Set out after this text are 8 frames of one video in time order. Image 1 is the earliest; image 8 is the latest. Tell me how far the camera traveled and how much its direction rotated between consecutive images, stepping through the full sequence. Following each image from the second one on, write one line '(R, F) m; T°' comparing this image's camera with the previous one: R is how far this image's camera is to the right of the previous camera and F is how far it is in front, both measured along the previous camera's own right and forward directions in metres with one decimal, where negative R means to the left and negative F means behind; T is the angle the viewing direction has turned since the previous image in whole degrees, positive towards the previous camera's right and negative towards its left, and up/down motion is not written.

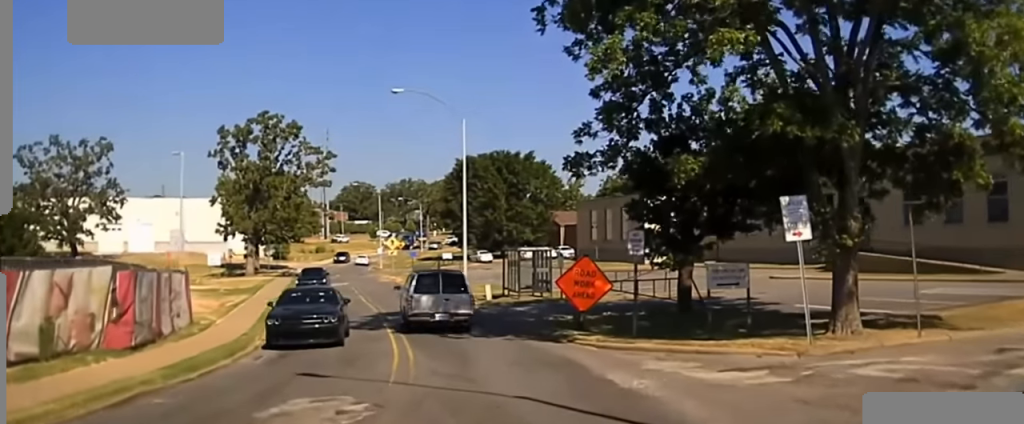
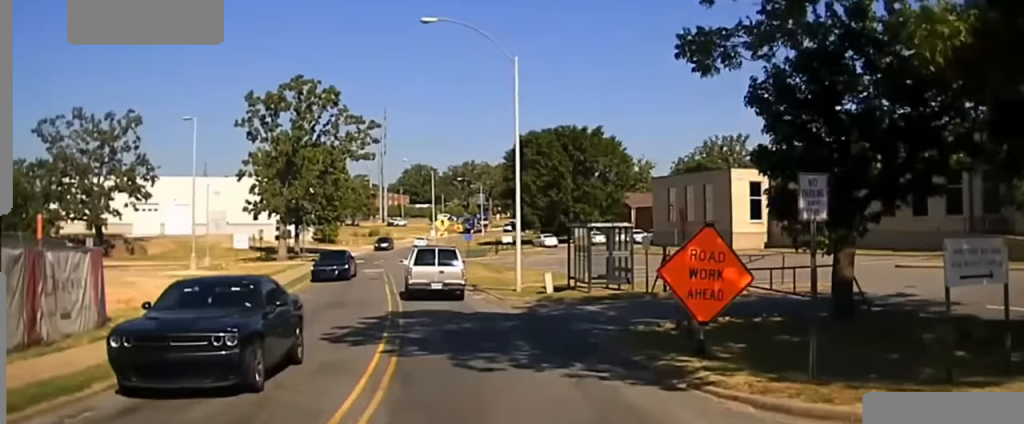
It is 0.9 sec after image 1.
(0.0, +8.8) m; +3°
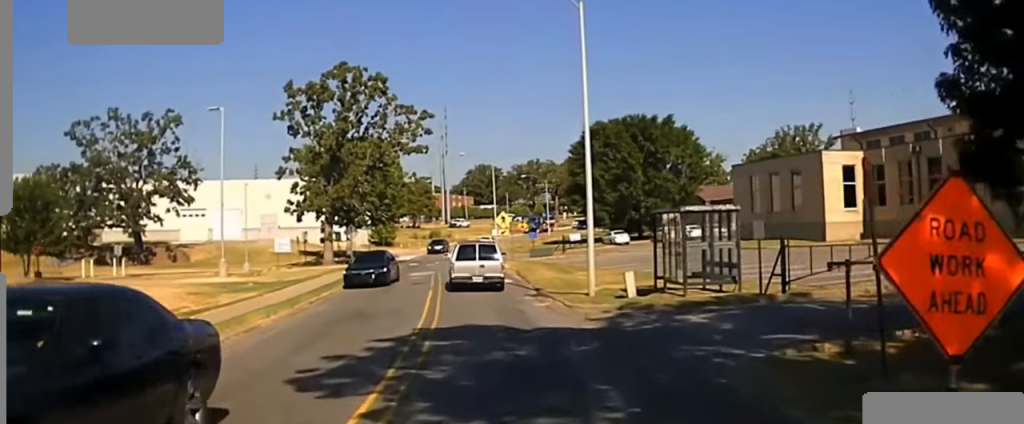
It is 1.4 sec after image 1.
(-0.3, +6.0) m; +5°
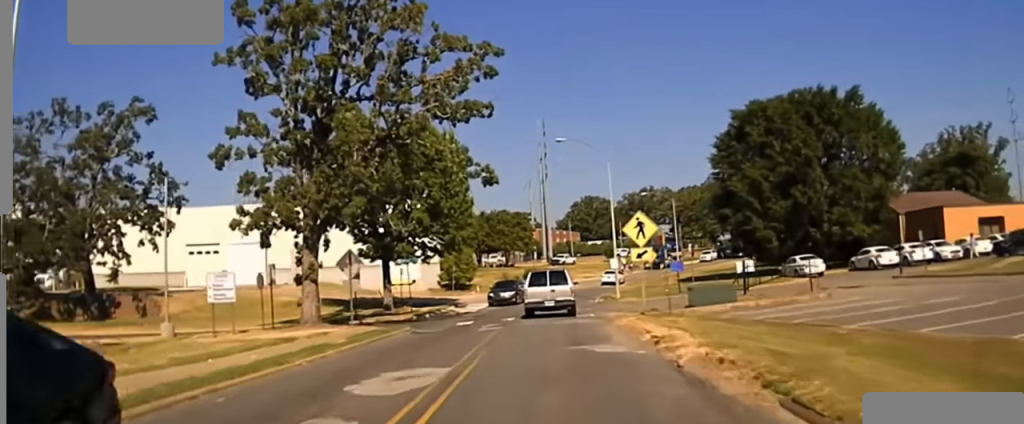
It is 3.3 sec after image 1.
(+8.1, +24.1) m; +29°
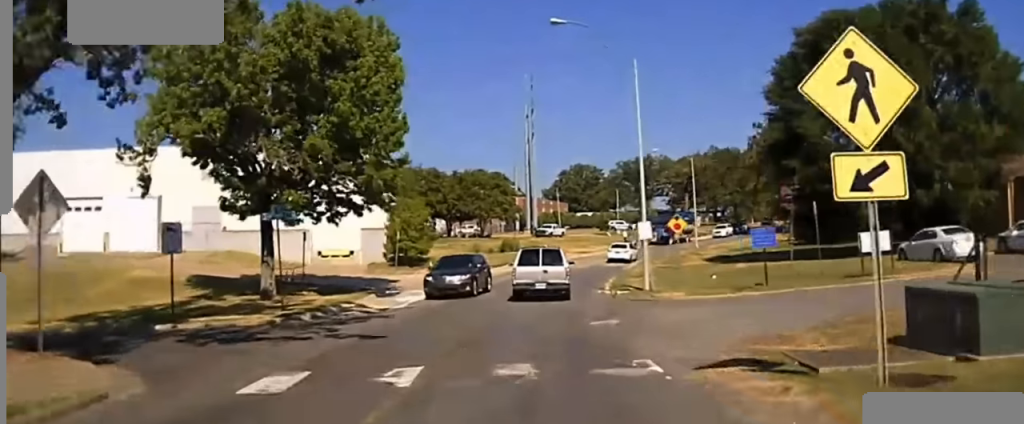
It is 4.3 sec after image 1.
(+0.9, +19.1) m; +2°
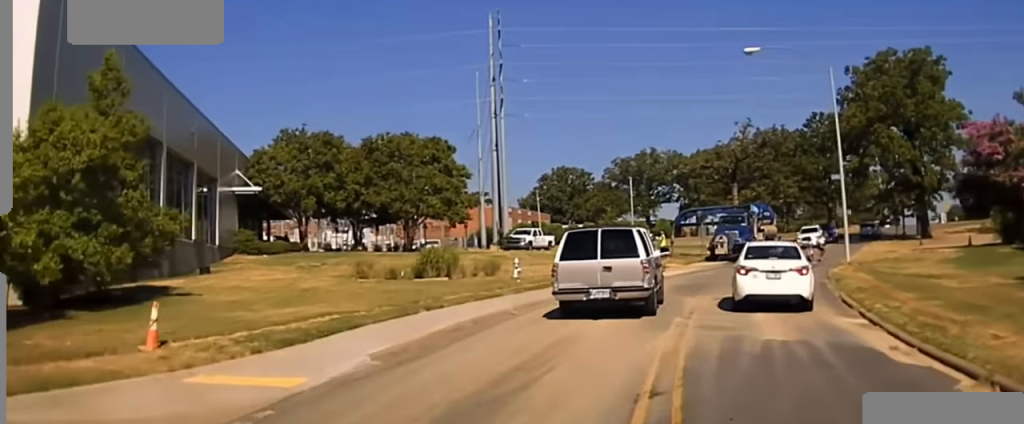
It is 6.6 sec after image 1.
(-2.6, +46.6) m; -4°
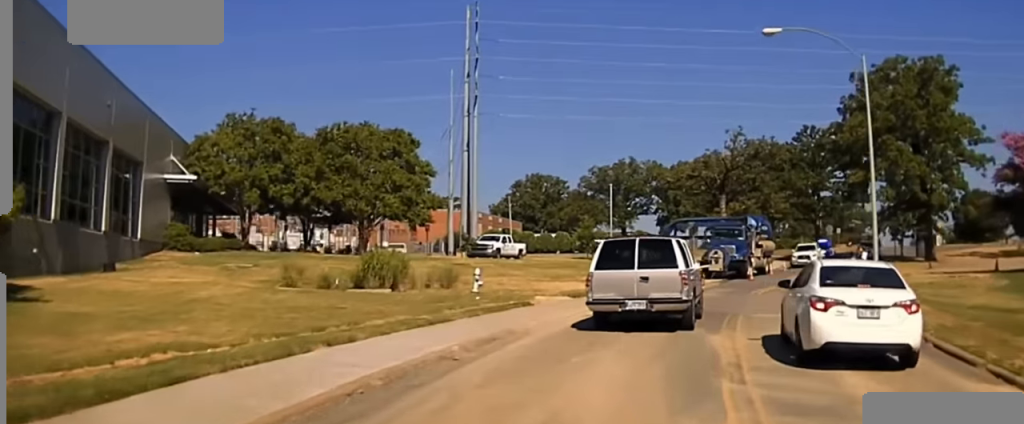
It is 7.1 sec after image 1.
(+0.1, +7.4) m; +2°
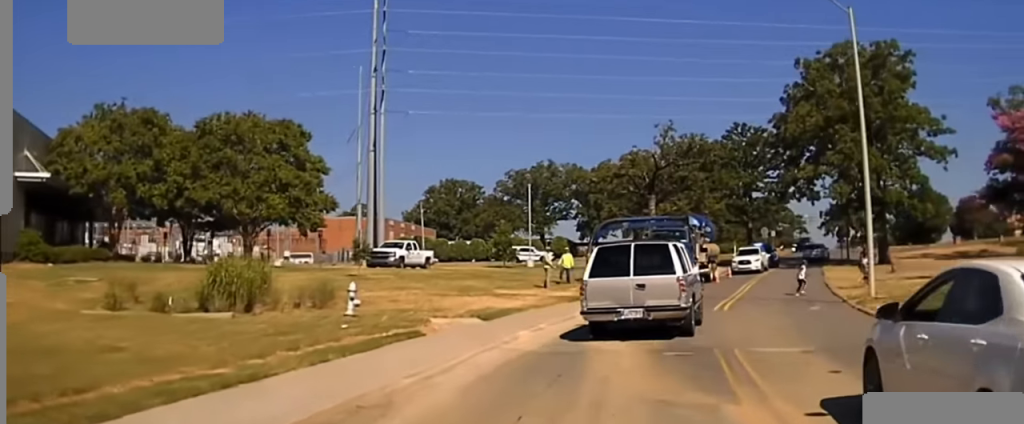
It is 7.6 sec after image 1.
(0.0, +8.1) m; +3°
